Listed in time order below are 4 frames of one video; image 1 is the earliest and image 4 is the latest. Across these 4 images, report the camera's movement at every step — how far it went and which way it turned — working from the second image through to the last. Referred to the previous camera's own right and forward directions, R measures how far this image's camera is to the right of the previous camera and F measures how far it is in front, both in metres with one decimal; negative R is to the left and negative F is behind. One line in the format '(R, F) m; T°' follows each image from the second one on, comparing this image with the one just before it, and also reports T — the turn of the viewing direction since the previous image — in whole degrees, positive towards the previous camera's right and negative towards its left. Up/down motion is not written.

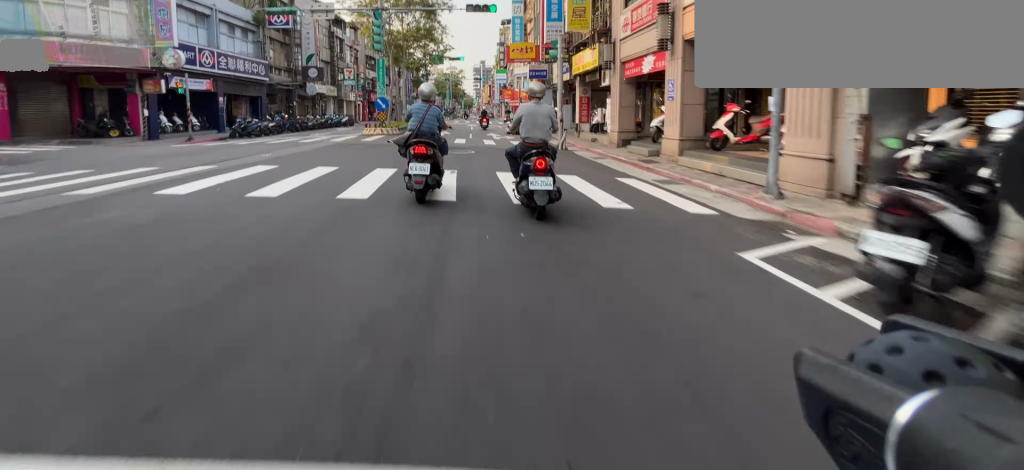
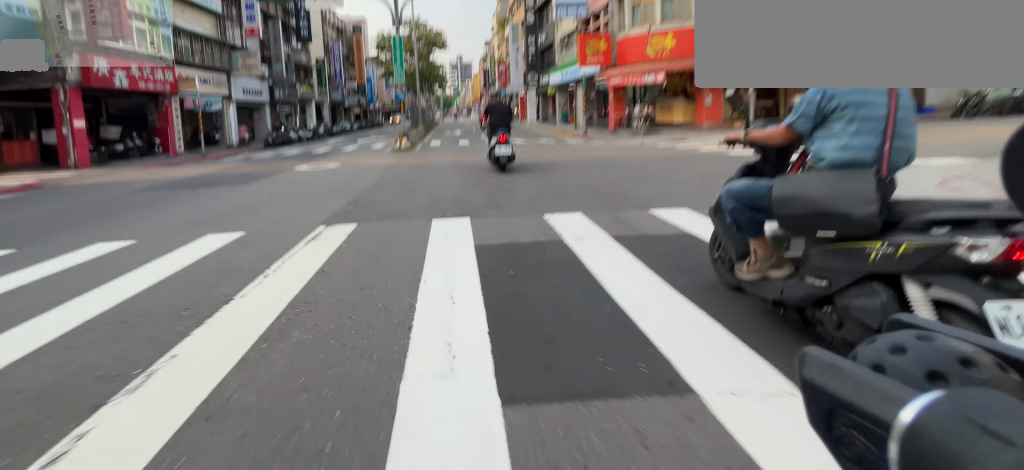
(0.0, +46.3) m; -5°
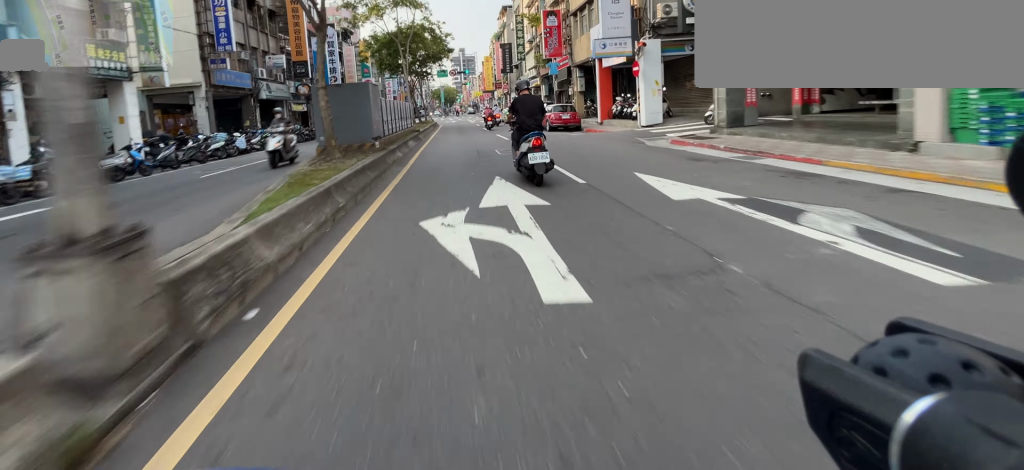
(+0.7, +25.2) m; +5°
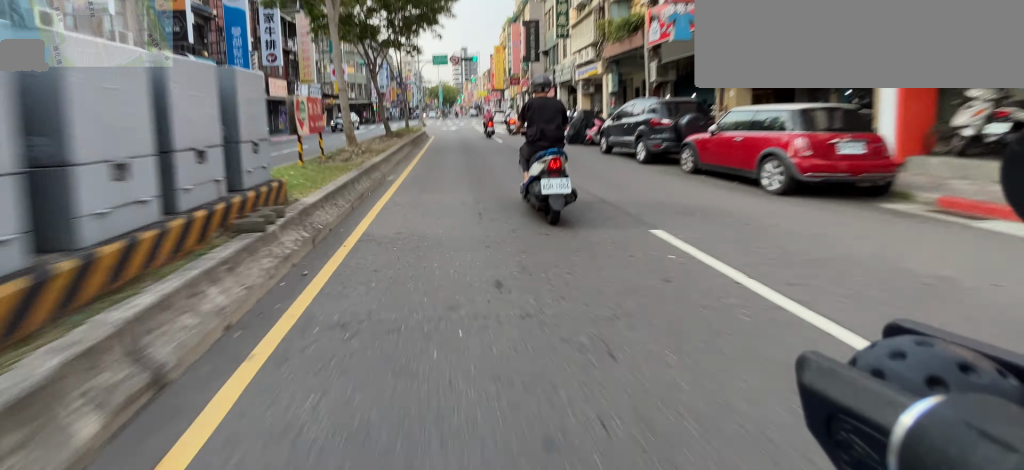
(0.0, +15.7) m; 0°
